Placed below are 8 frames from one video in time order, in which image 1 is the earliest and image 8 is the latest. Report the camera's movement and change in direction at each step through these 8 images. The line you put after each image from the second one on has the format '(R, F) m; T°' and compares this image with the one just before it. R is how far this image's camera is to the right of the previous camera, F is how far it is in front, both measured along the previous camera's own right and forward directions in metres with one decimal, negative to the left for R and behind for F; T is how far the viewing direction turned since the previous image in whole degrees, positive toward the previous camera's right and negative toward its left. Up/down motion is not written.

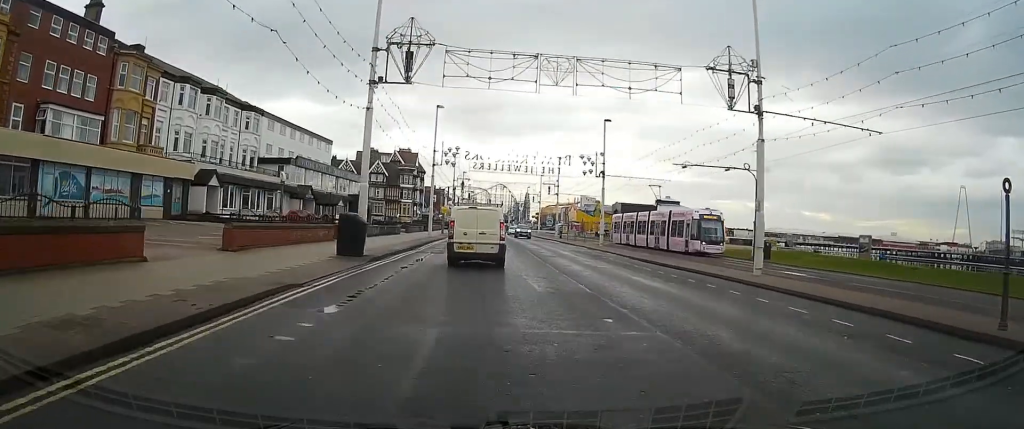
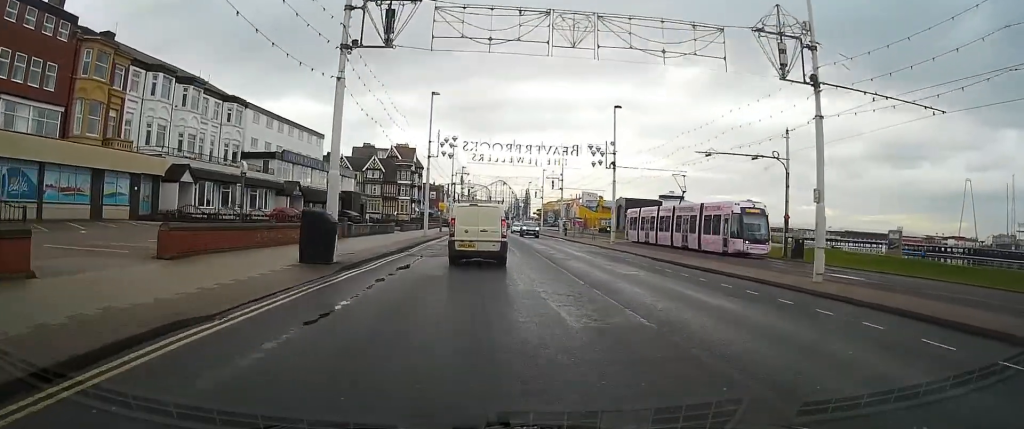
(0.0, +4.6) m; 0°
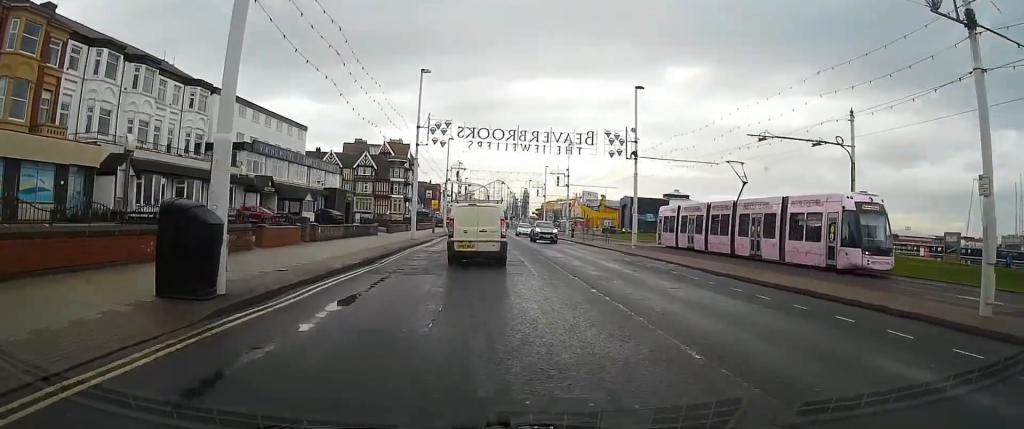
(-0.1, +8.0) m; 0°
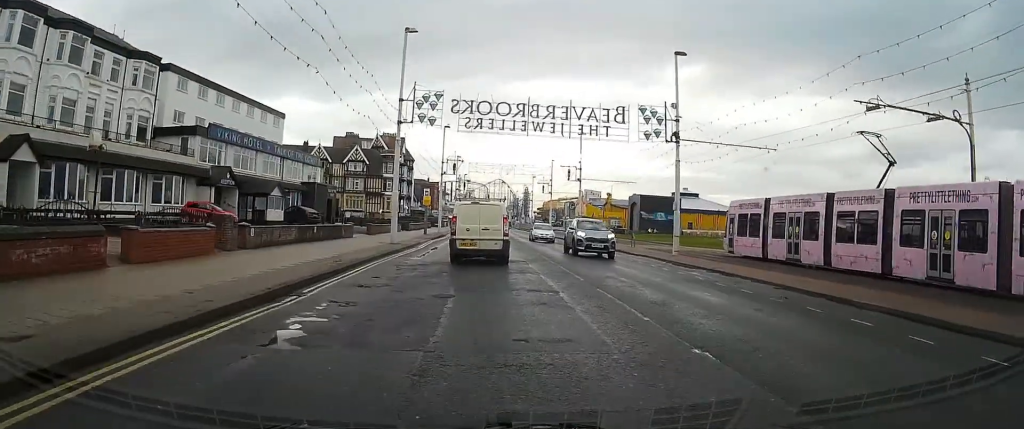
(0.0, +9.6) m; 0°
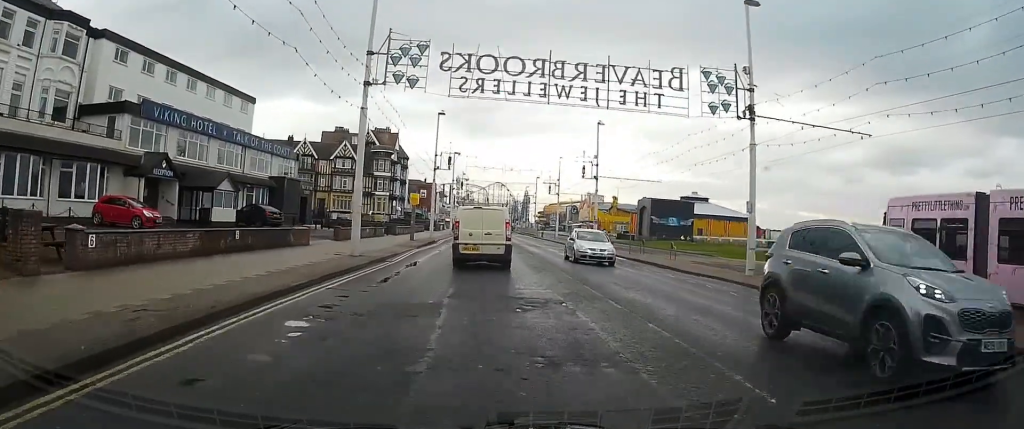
(0.0, +9.9) m; 0°
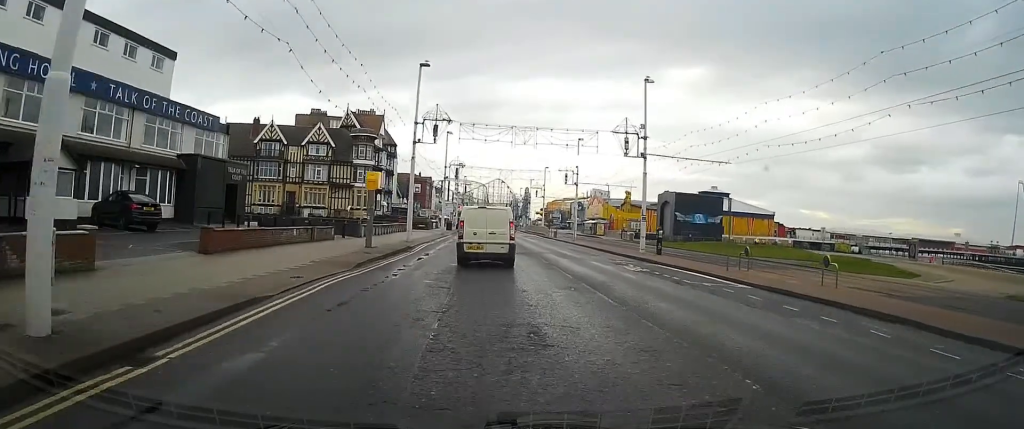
(0.0, +17.2) m; +1°
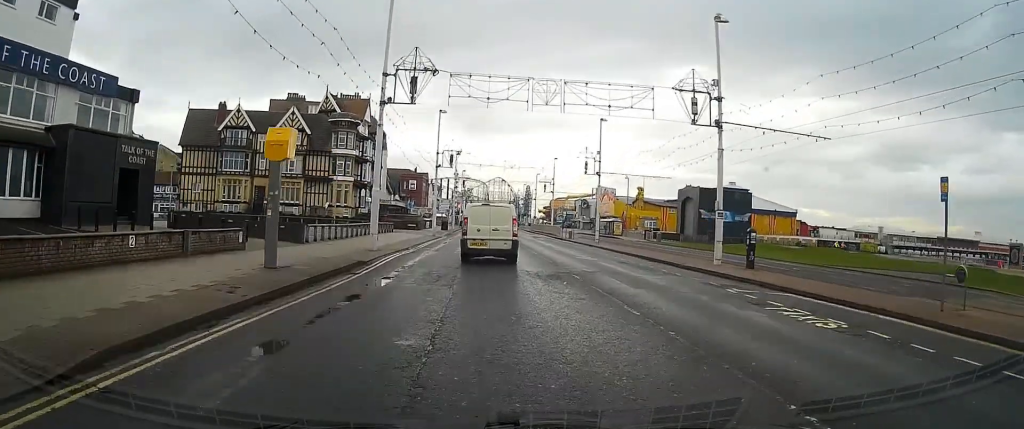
(+0.2, +13.3) m; 0°
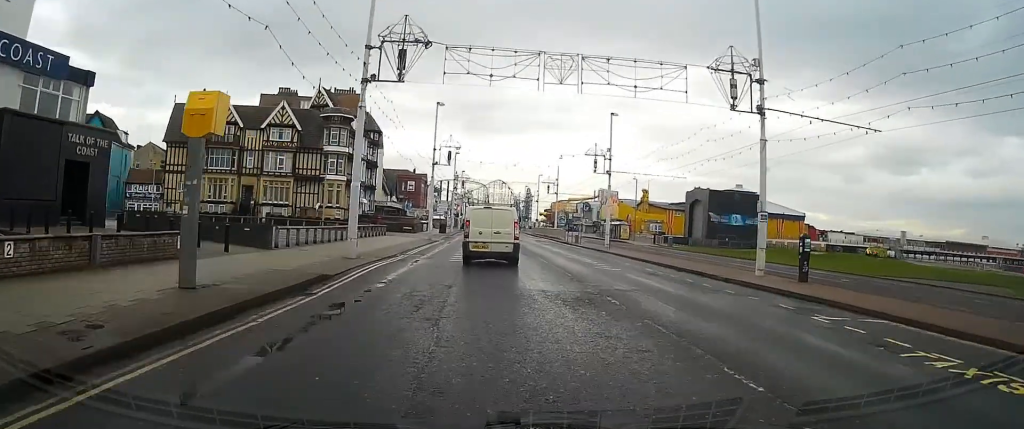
(0.0, +4.5) m; 0°
